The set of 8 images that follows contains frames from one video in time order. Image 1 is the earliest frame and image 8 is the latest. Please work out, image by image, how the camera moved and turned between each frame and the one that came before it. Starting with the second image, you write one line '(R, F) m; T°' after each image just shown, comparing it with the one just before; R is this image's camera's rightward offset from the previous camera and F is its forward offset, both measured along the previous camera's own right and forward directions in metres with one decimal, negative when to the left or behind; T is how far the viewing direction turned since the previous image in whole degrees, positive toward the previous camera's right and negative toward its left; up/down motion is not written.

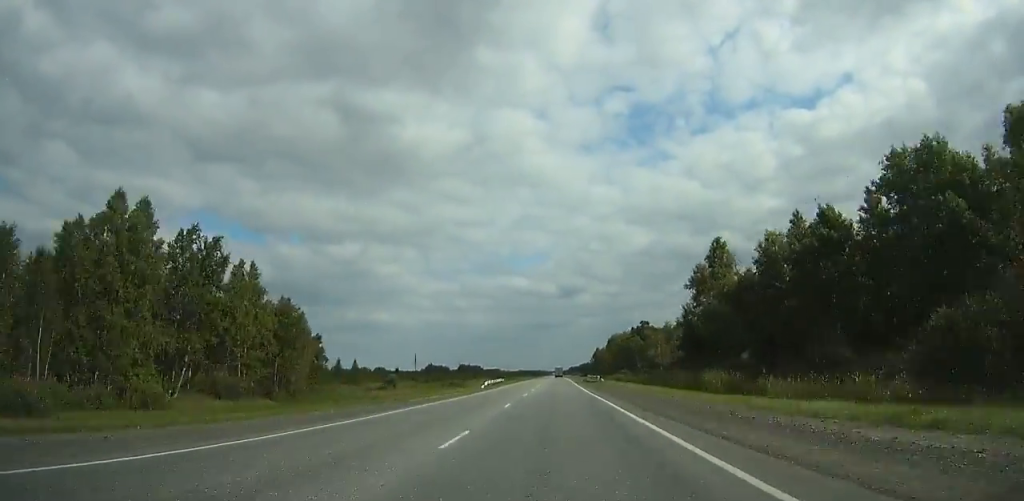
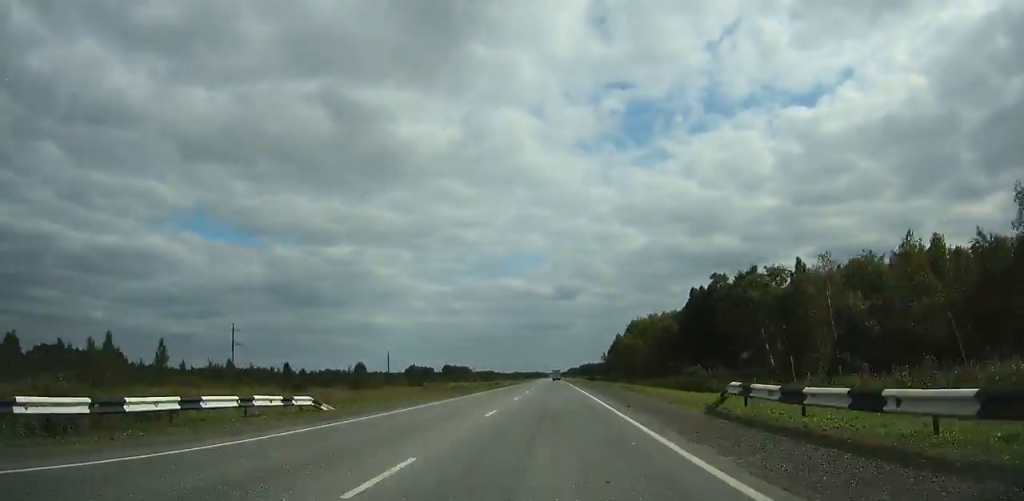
(+0.2, +76.1) m; 0°
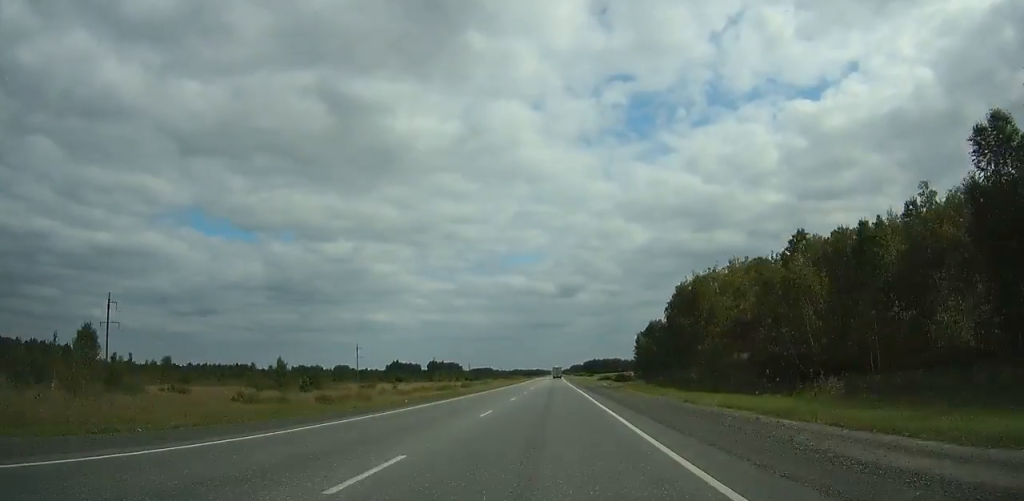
(+0.1, +71.6) m; 0°
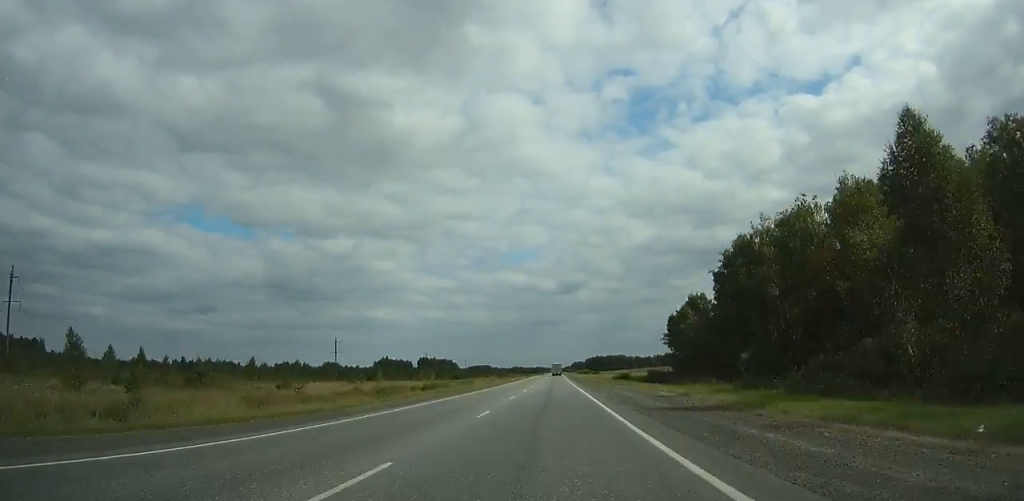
(0.0, +35.9) m; 0°
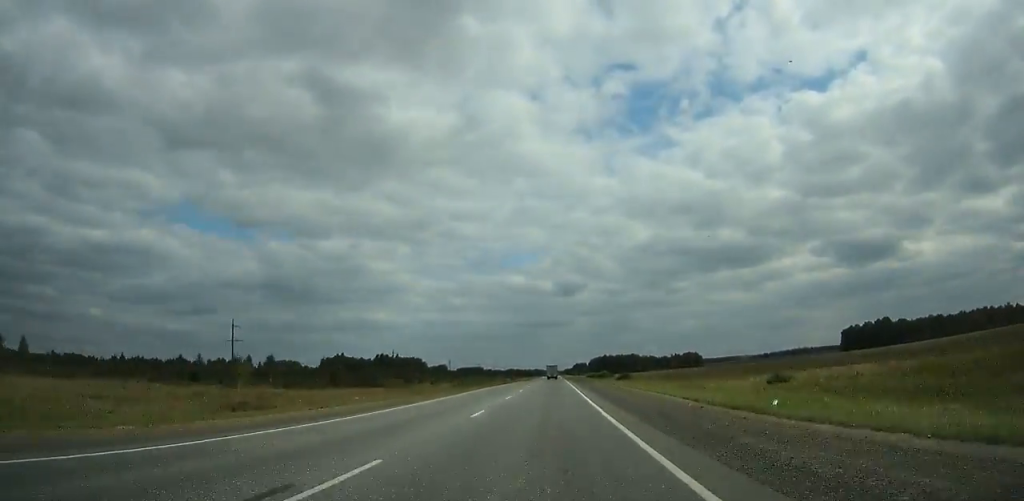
(-0.2, +106.0) m; 0°
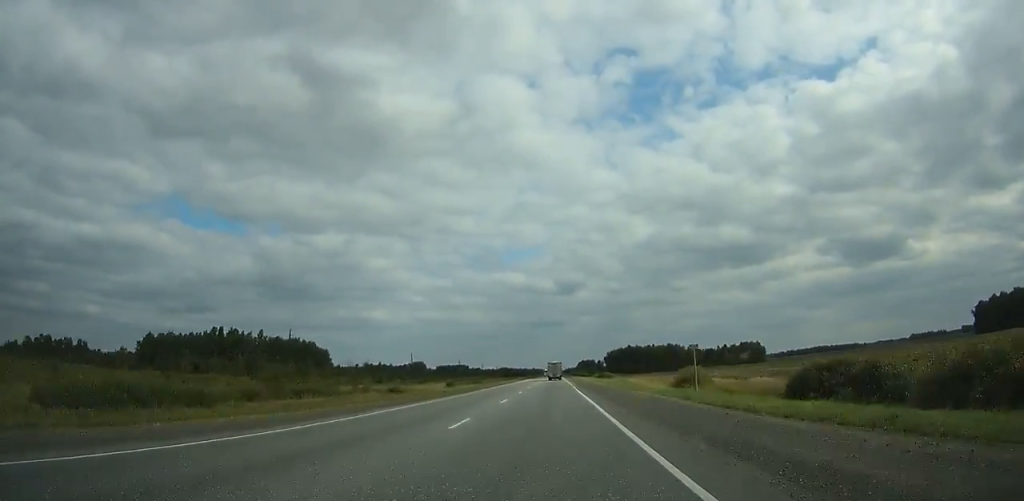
(-0.1, +171.1) m; 0°
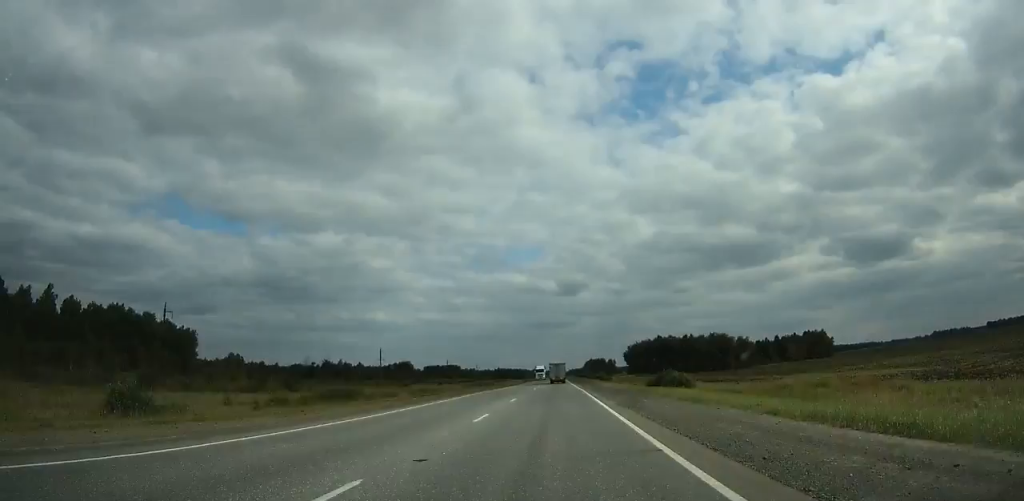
(0.0, +94.3) m; 0°
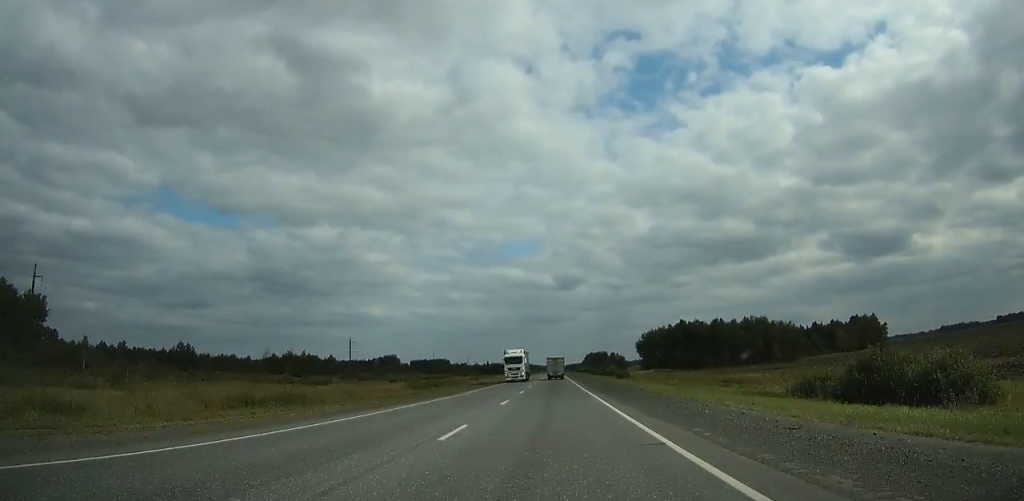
(0.0, +53.1) m; 0°
